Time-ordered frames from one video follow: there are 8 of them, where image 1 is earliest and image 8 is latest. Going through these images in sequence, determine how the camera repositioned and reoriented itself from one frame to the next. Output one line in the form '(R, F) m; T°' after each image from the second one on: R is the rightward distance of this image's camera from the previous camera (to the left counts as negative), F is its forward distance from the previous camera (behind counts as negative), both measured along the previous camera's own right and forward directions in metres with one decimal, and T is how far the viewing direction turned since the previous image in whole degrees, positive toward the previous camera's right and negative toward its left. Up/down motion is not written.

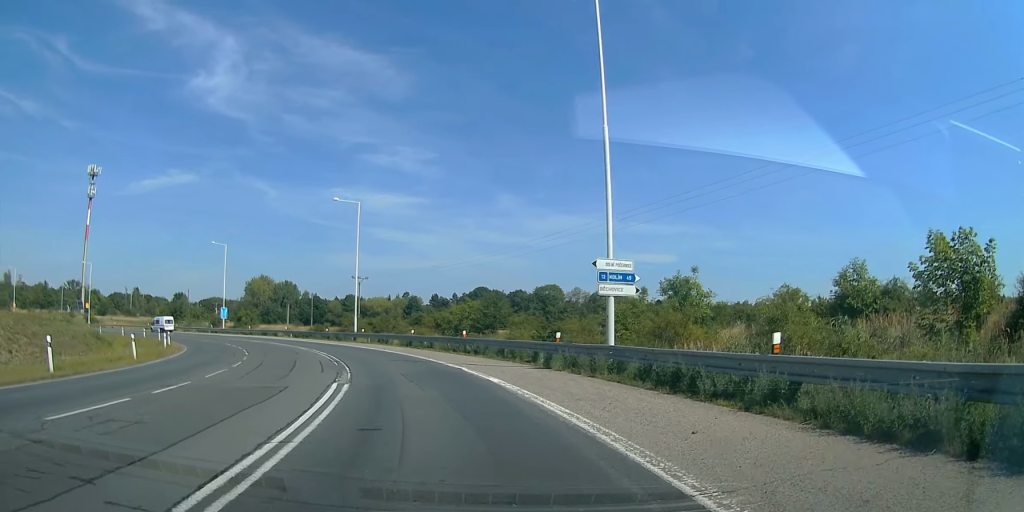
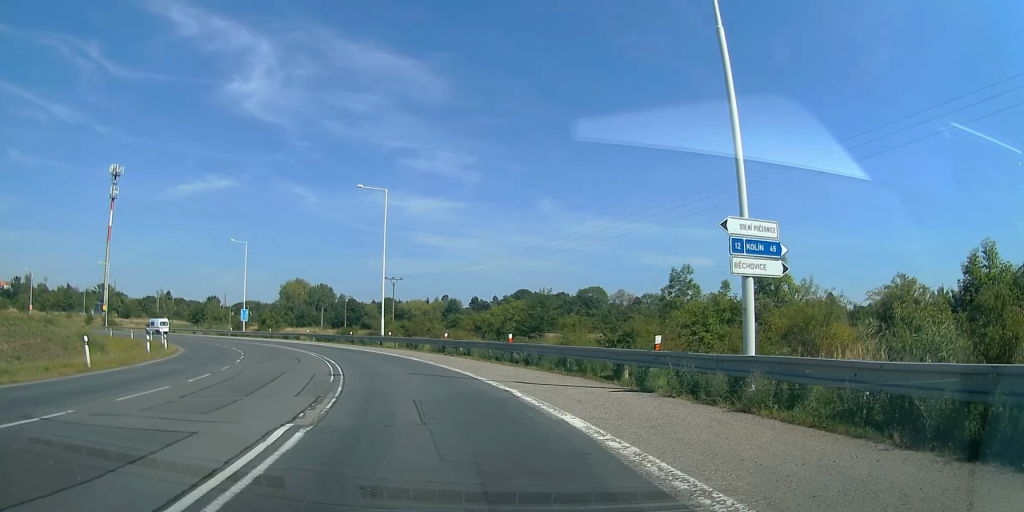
(-0.5, +6.7) m; -4°
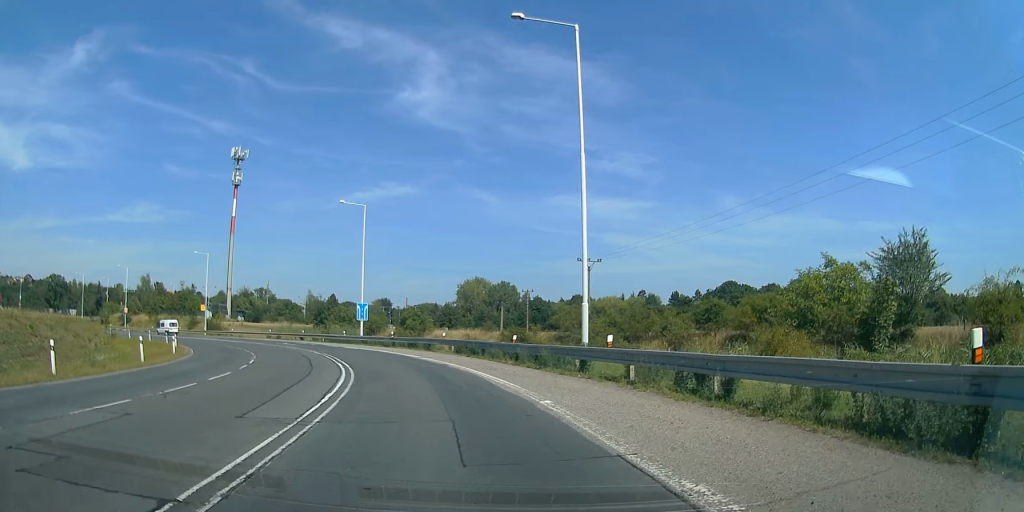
(-4.2, +26.7) m; -16°
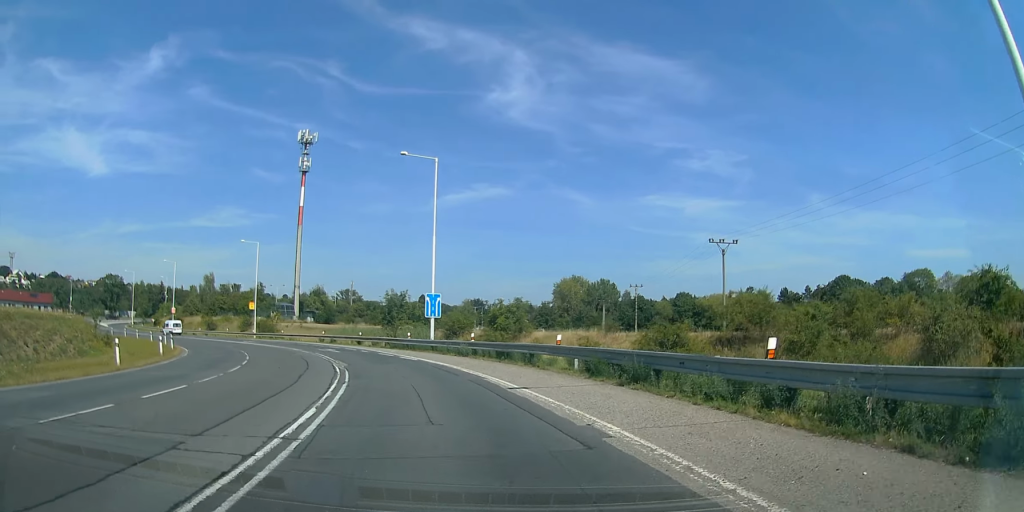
(-0.5, +15.3) m; -7°
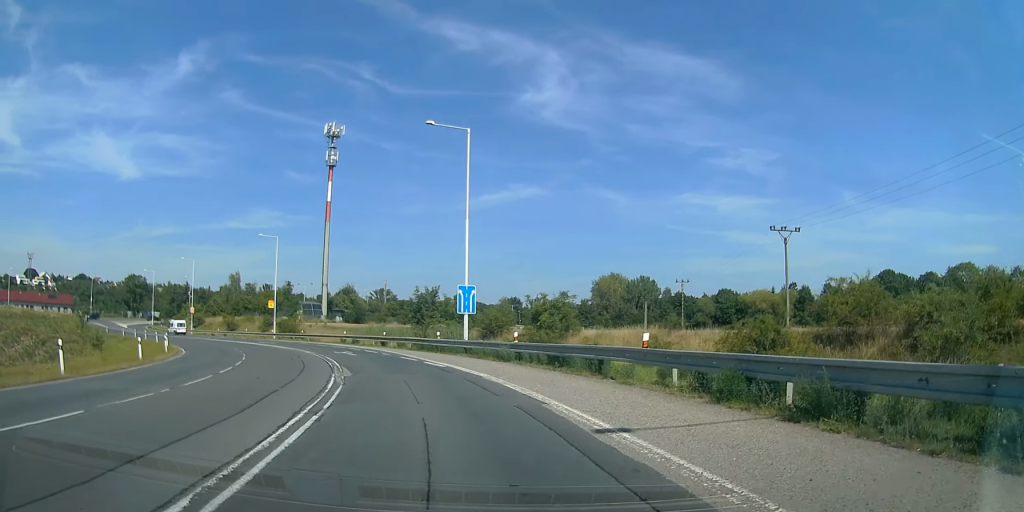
(-0.3, +6.0) m; -4°
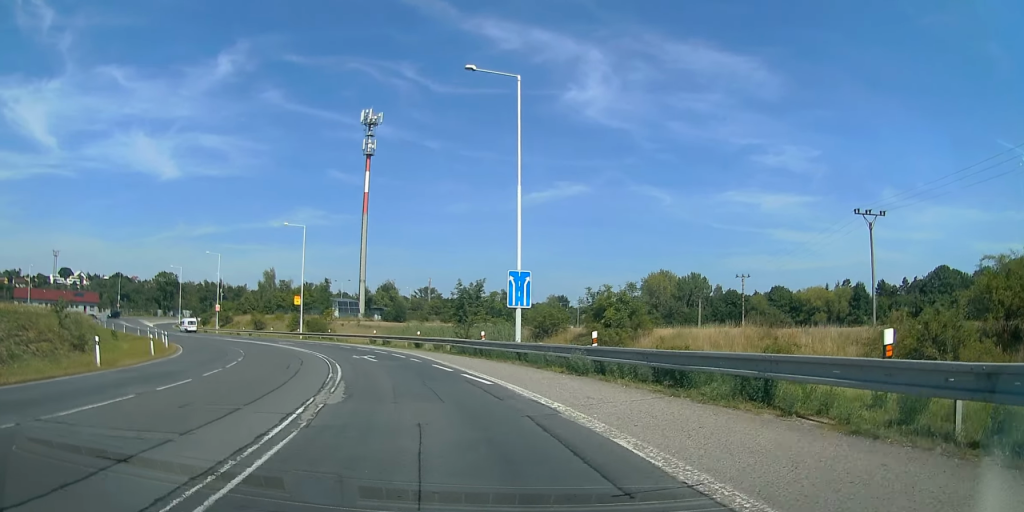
(-0.1, +7.0) m; -5°
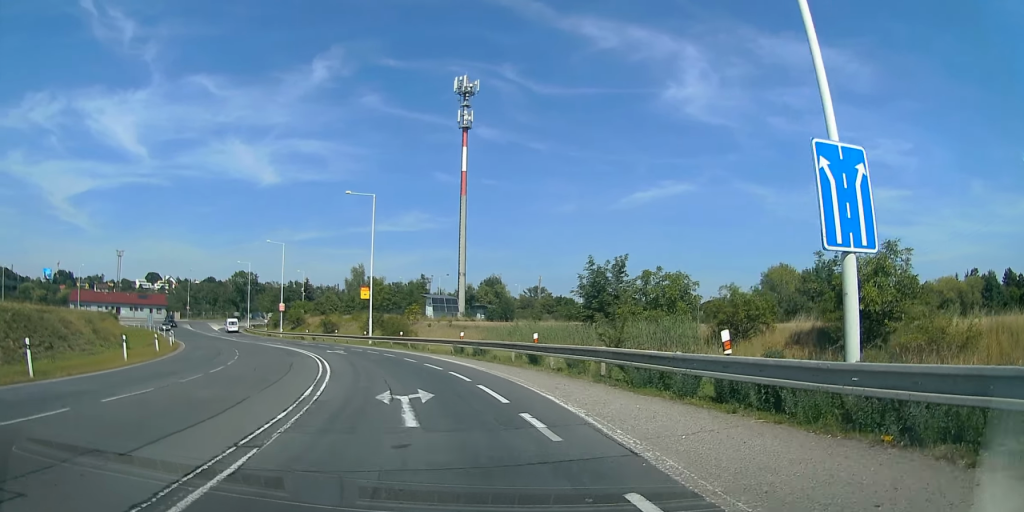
(-1.9, +17.0) m; -11°
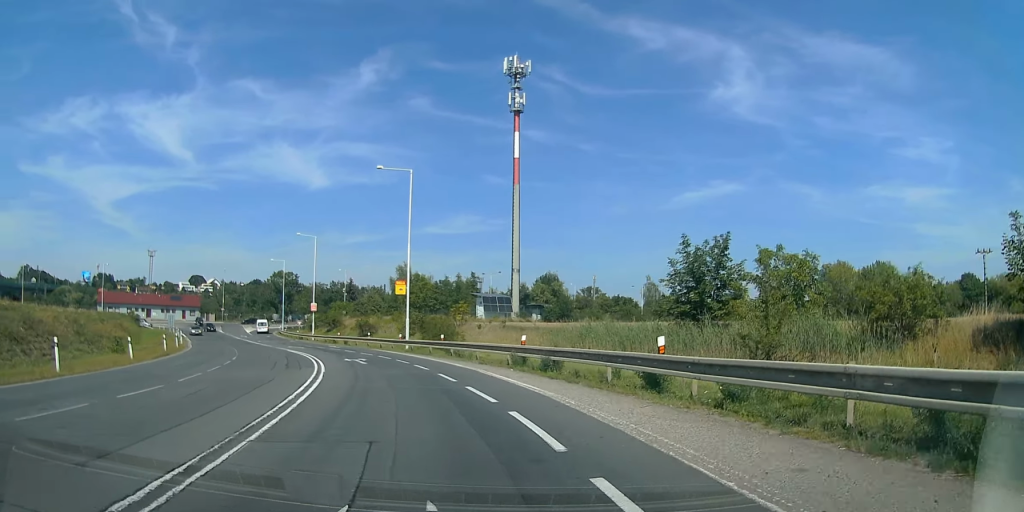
(-0.1, +8.4) m; -5°
